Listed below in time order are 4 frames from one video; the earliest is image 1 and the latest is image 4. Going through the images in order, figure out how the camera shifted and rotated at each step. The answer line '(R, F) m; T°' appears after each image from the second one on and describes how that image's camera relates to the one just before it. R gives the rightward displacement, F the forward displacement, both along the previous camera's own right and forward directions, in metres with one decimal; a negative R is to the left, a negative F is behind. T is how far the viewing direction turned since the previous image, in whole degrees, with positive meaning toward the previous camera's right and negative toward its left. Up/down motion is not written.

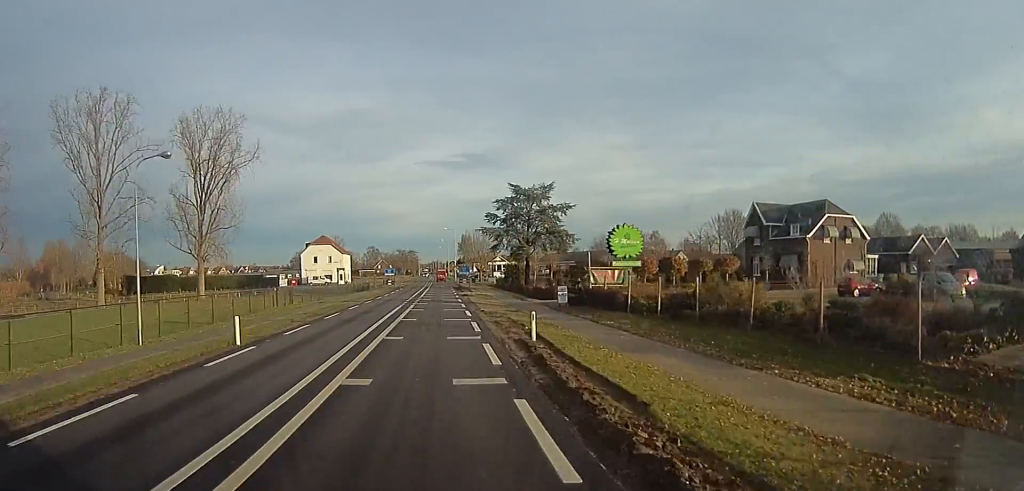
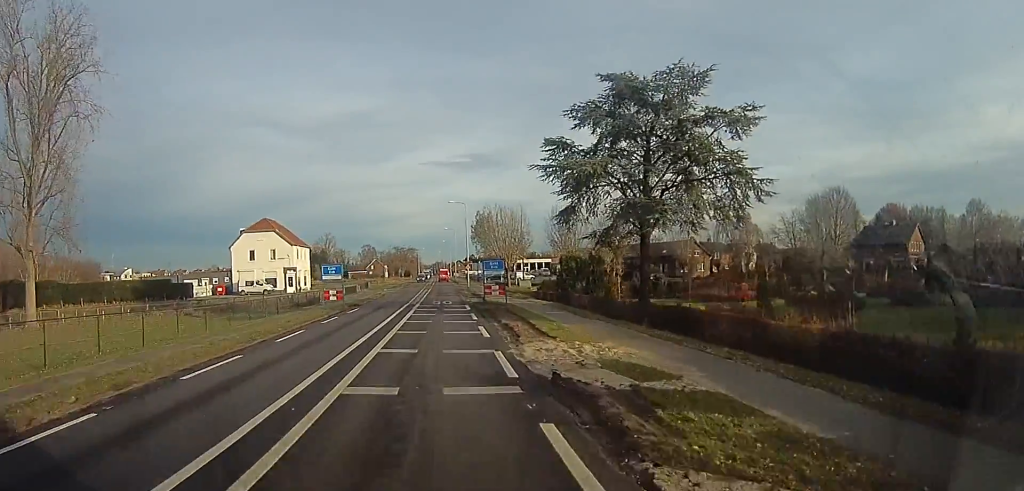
(-1.4, +36.8) m; -3°
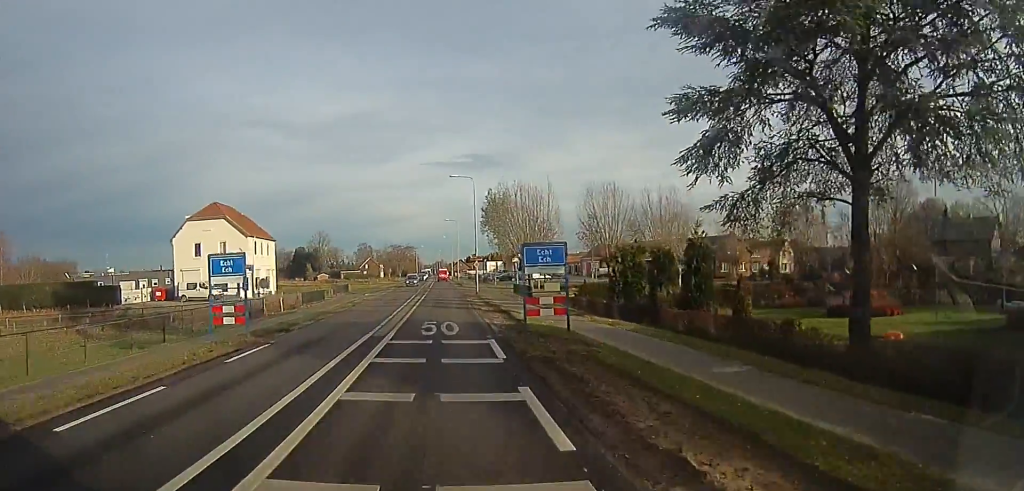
(0.0, +15.7) m; -1°
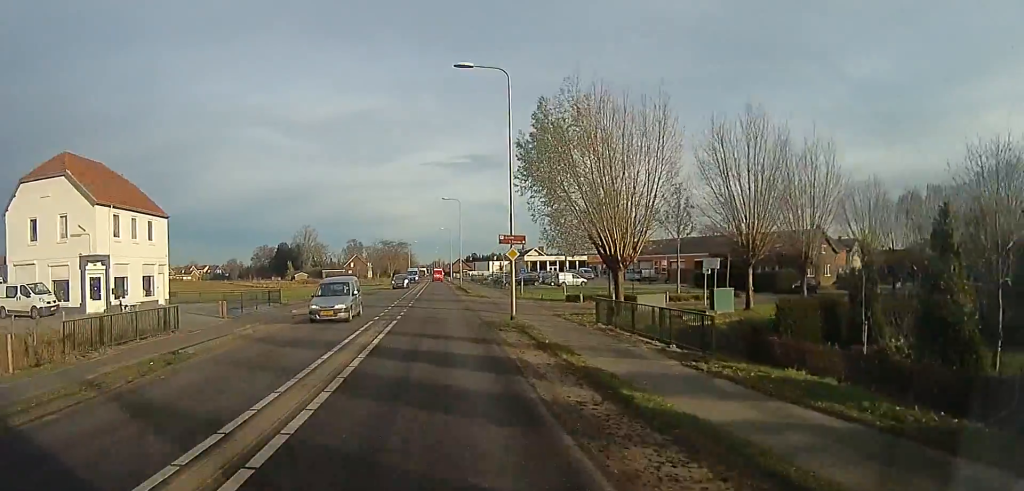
(+0.2, +24.0) m; +3°
